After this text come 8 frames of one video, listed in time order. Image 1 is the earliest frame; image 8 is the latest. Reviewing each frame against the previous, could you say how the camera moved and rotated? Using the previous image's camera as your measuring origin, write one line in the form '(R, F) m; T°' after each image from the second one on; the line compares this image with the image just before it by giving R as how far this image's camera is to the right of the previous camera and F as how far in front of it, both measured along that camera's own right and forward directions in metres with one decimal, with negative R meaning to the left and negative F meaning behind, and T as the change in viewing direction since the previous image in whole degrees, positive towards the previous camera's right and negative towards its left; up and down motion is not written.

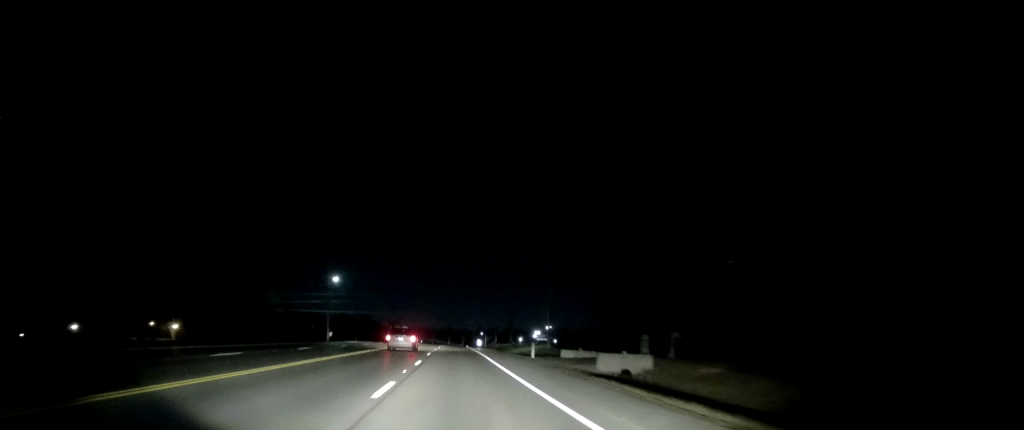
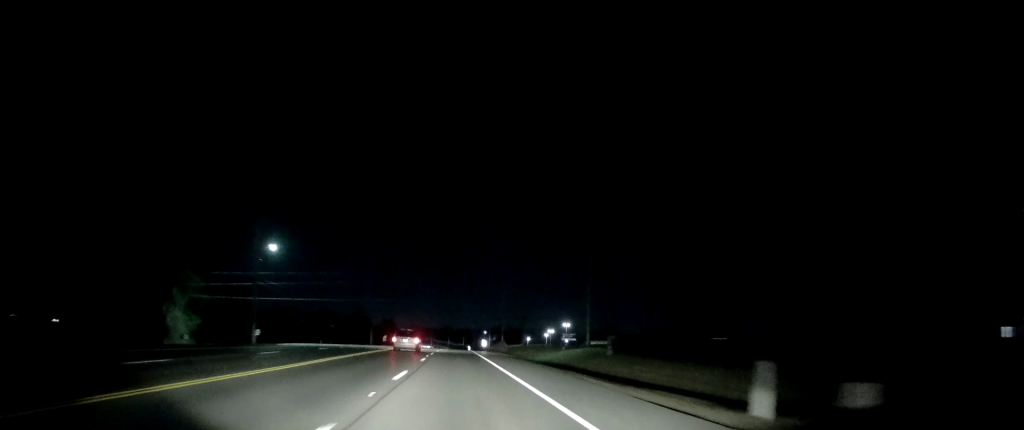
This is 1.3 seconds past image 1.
(-0.6, +31.9) m; +1°
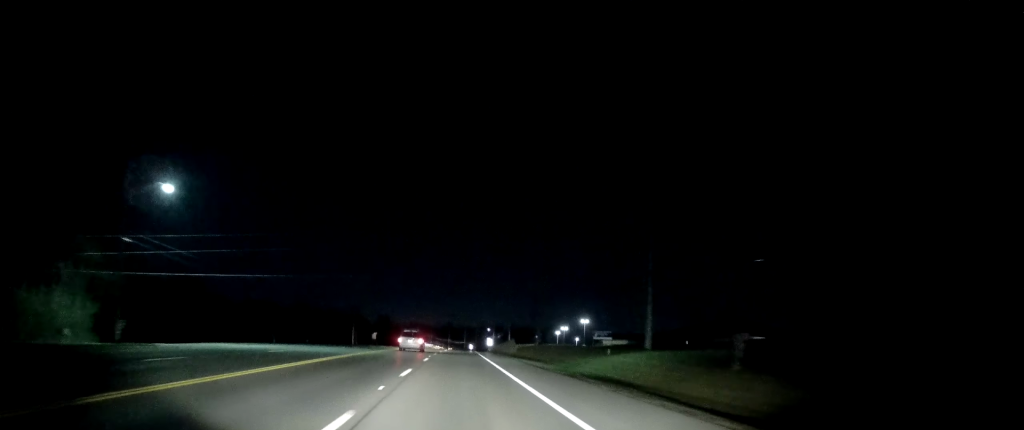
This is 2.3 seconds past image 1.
(+0.6, +23.3) m; +1°
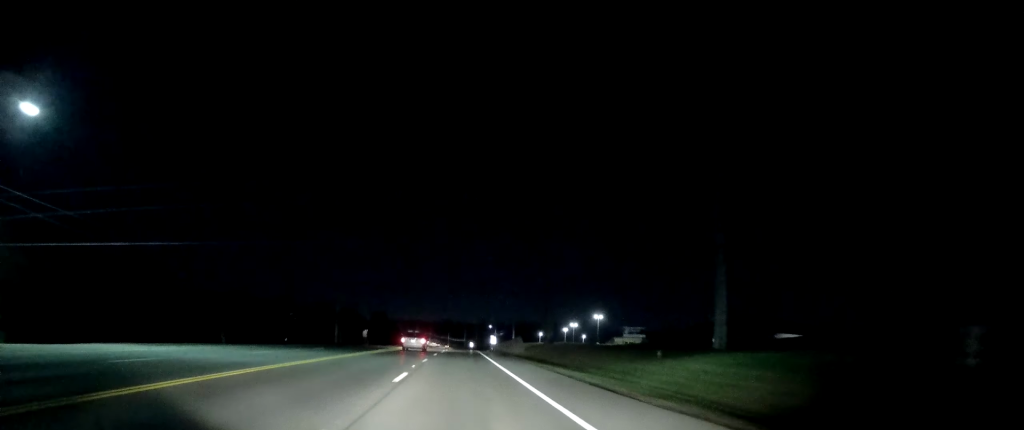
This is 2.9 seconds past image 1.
(+0.1, +14.6) m; 0°
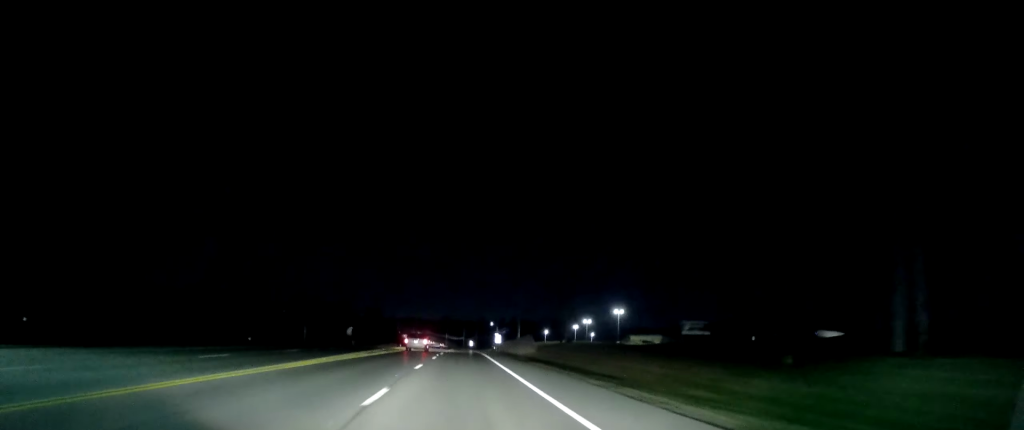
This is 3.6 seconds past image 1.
(-0.2, +18.1) m; 0°
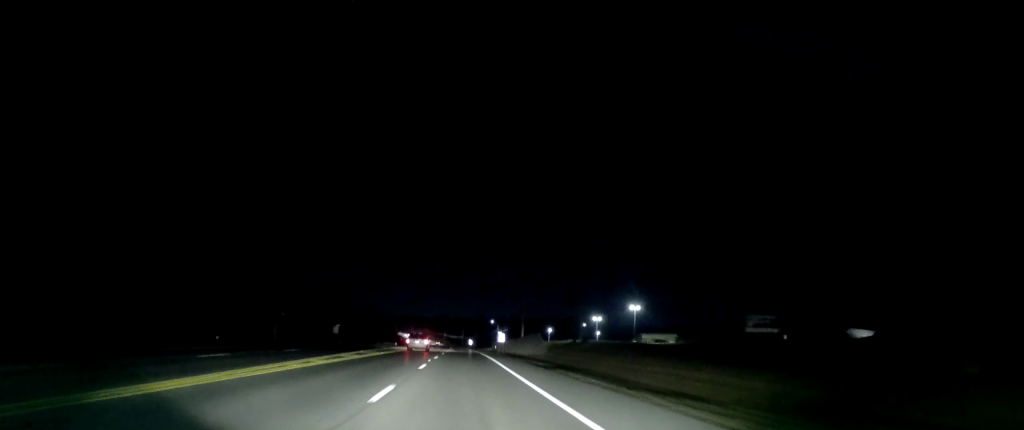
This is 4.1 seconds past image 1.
(0.0, +11.5) m; 0°
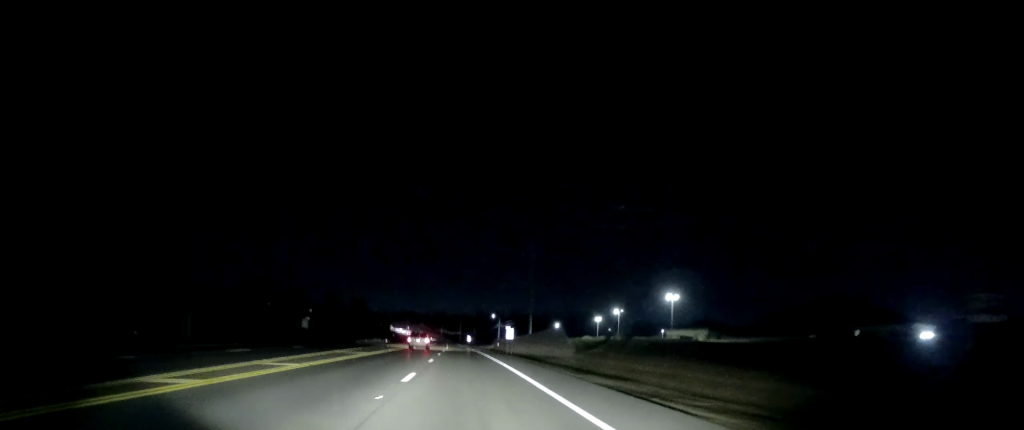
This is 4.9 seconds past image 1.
(-0.1, +20.0) m; +1°
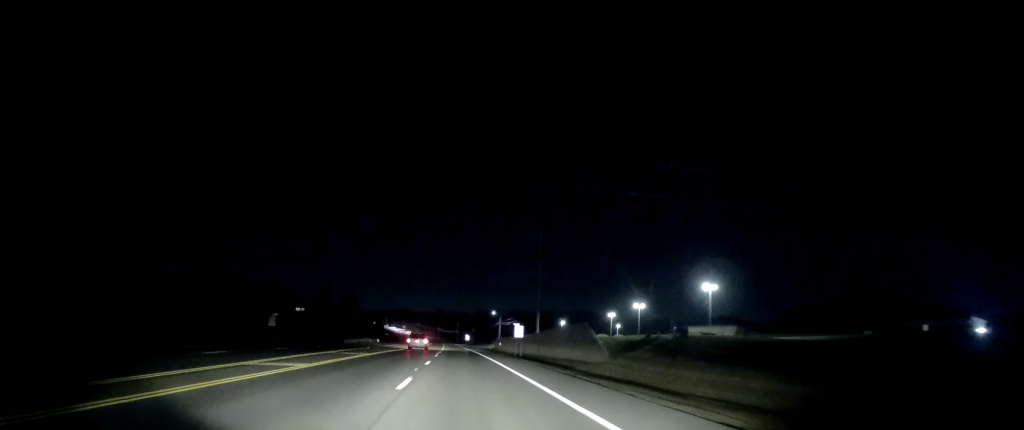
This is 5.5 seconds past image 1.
(+0.4, +14.3) m; +1°
